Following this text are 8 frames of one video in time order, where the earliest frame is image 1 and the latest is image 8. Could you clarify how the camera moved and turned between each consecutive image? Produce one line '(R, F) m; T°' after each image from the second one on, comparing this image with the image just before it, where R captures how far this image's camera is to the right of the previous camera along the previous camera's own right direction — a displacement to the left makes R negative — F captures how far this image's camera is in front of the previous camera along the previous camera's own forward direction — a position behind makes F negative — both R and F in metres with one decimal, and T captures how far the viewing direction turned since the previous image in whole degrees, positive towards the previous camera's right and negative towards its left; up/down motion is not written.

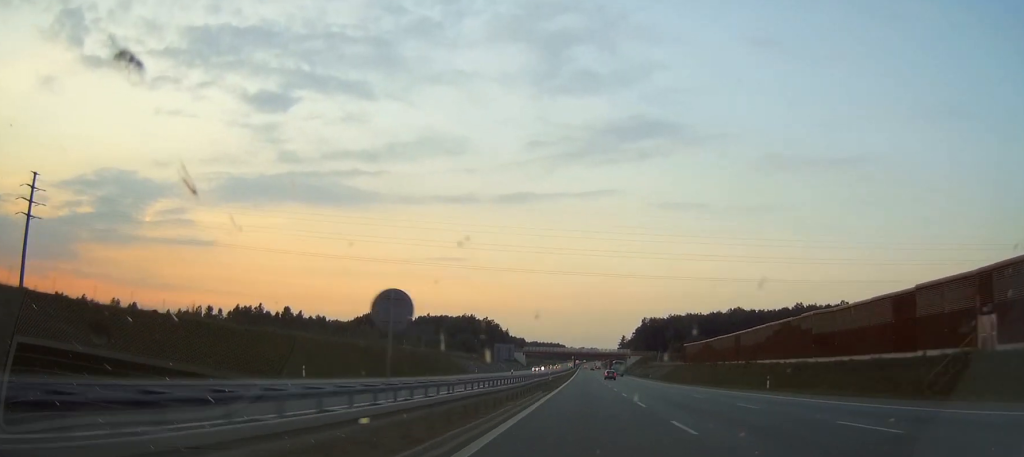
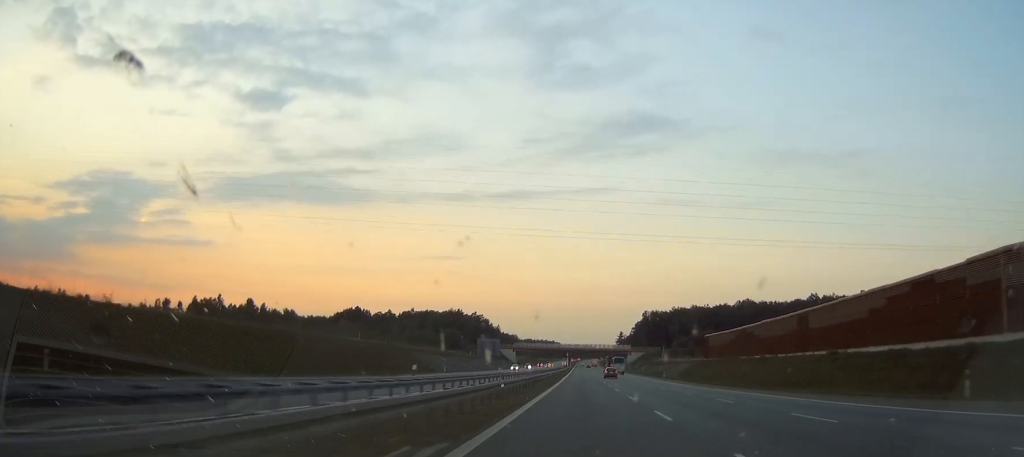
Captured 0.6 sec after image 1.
(0.0, +32.4) m; 0°
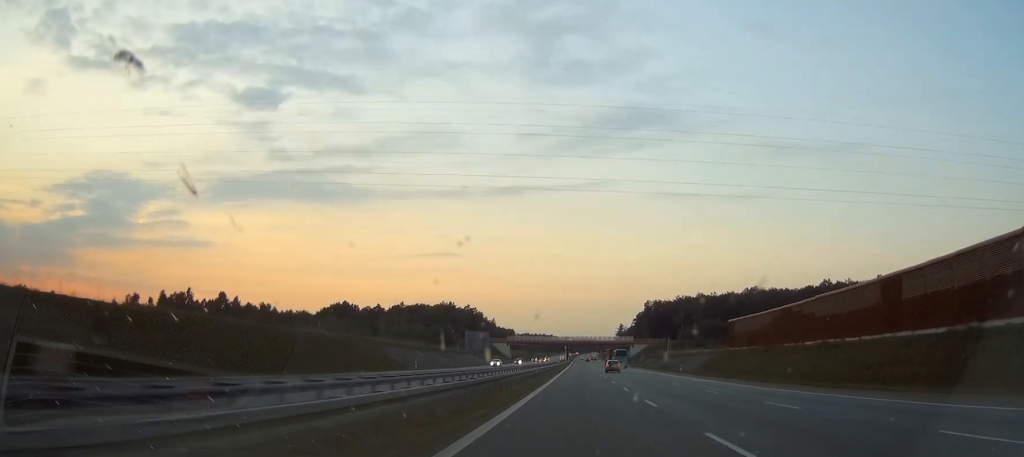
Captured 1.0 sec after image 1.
(0.0, +21.6) m; 0°
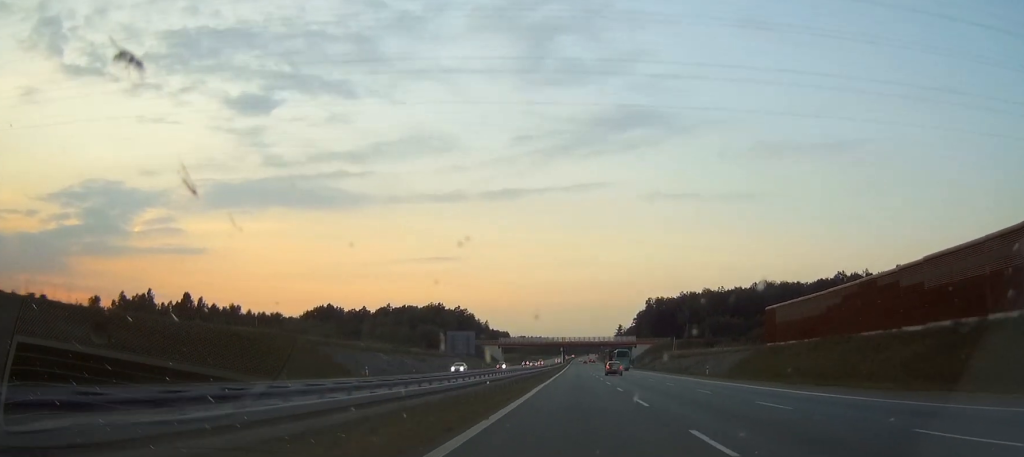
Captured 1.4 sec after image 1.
(+0.1, +23.4) m; 0°
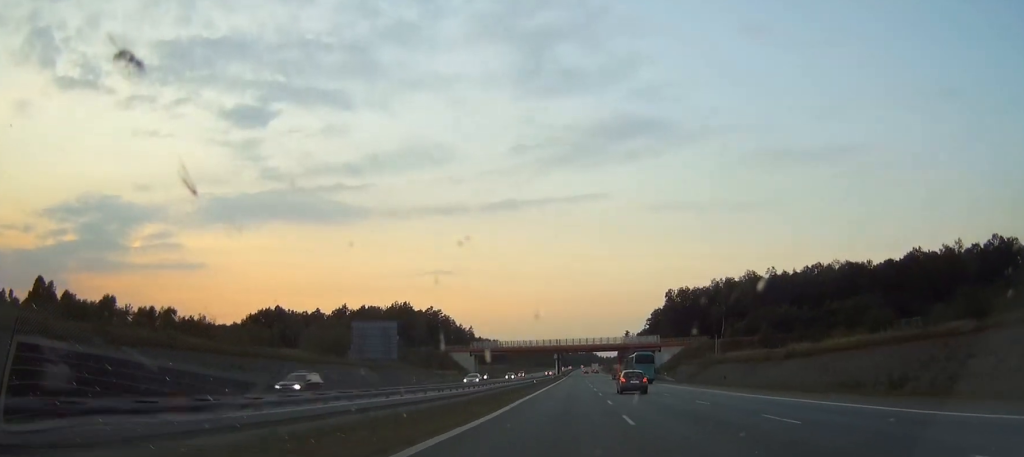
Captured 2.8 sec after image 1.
(-0.1, +75.9) m; 0°
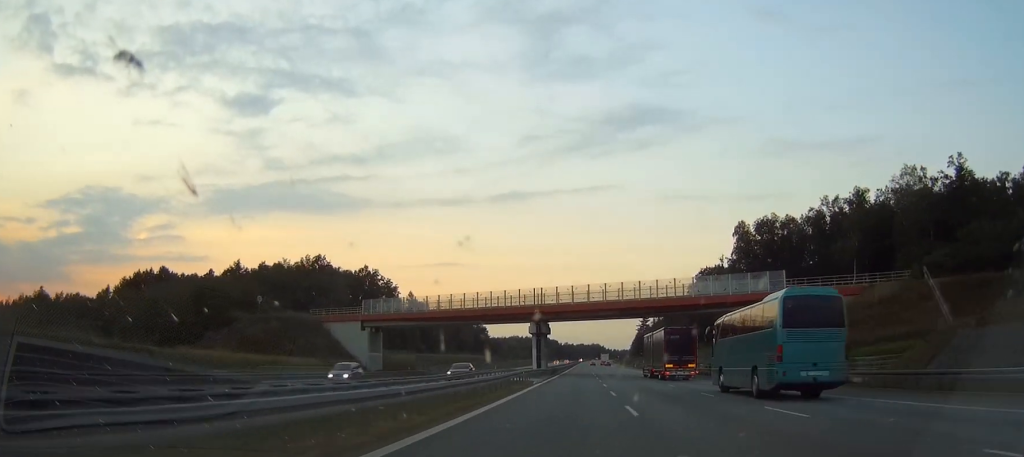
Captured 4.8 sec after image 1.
(-0.6, +108.9) m; 0°
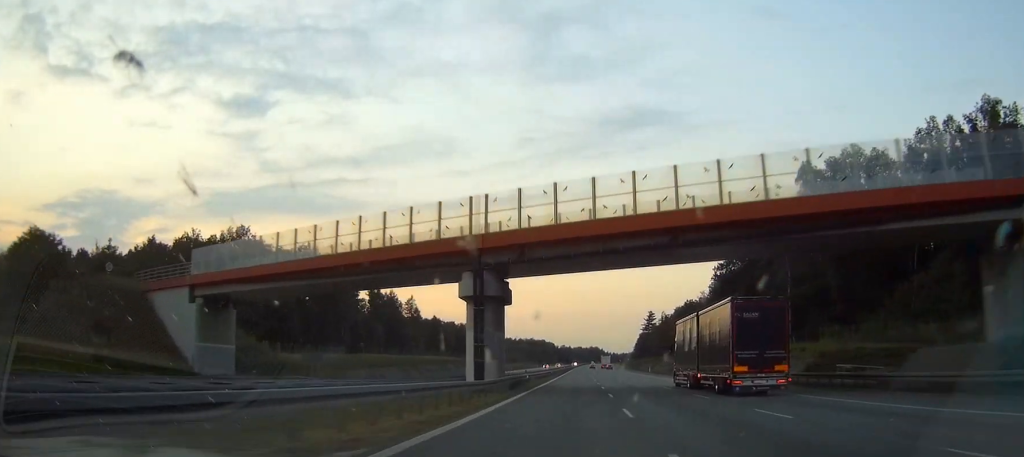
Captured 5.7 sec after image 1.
(+0.2, +47.3) m; 0°
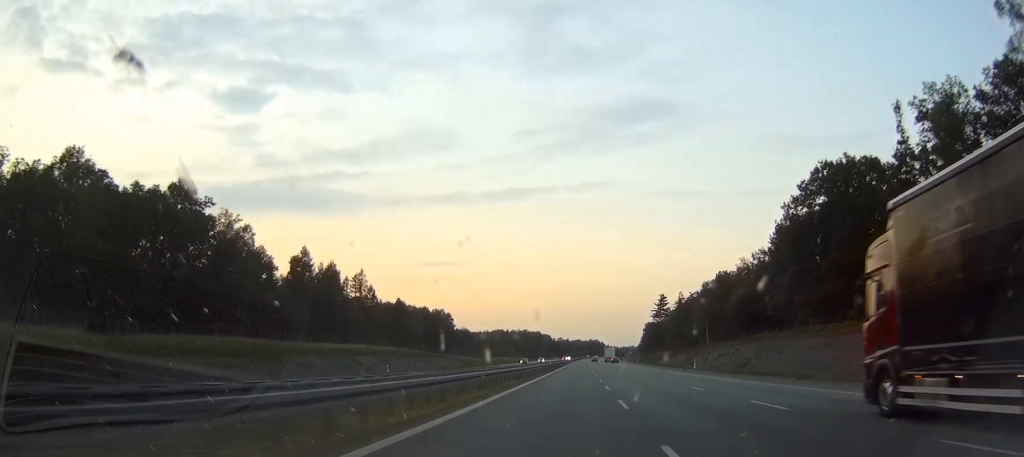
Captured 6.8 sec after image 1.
(+0.1, +58.1) m; 0°
